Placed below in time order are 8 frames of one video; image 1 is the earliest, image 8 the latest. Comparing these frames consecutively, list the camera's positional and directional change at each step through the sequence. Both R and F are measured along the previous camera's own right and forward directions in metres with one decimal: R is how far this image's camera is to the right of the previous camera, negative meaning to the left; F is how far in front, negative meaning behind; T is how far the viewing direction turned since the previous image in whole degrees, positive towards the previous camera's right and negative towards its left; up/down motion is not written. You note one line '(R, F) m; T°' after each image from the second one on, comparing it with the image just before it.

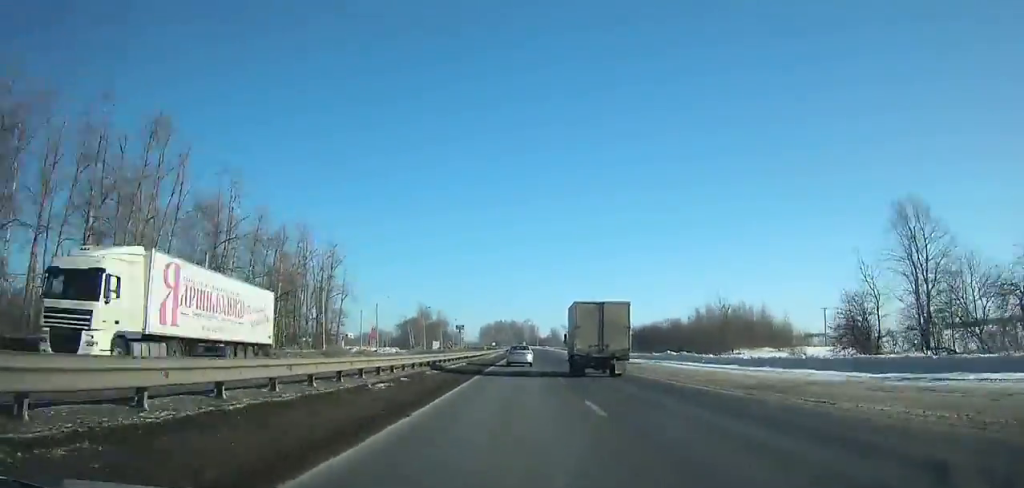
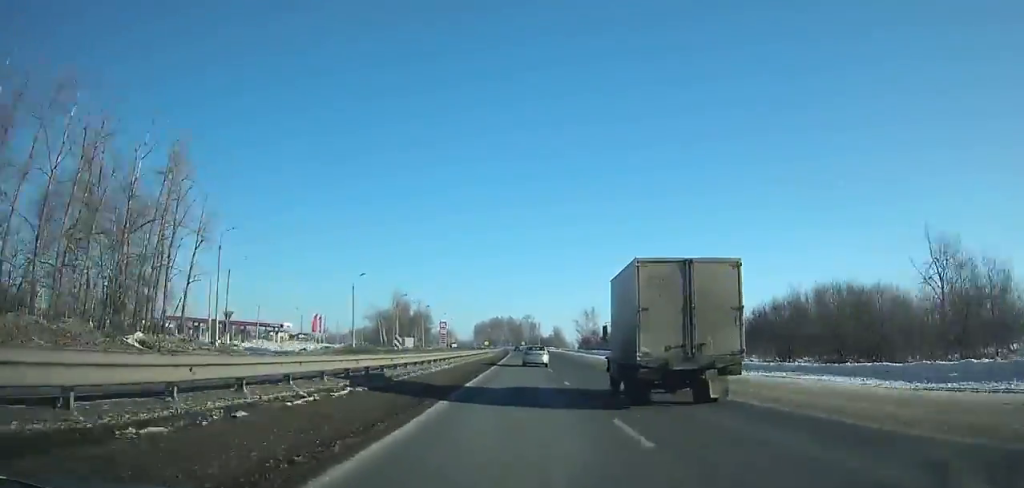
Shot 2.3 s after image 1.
(0.0, +51.6) m; 0°
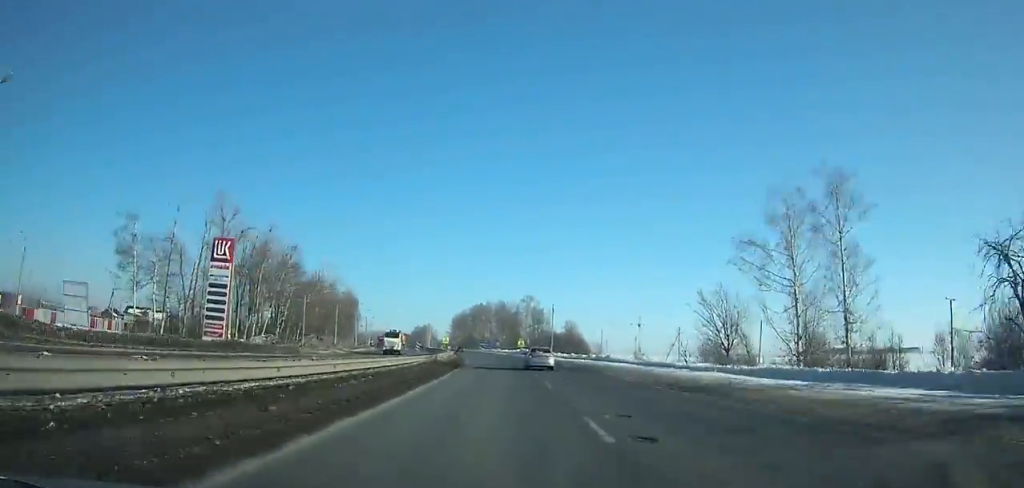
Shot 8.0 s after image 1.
(+0.6, +128.4) m; -1°
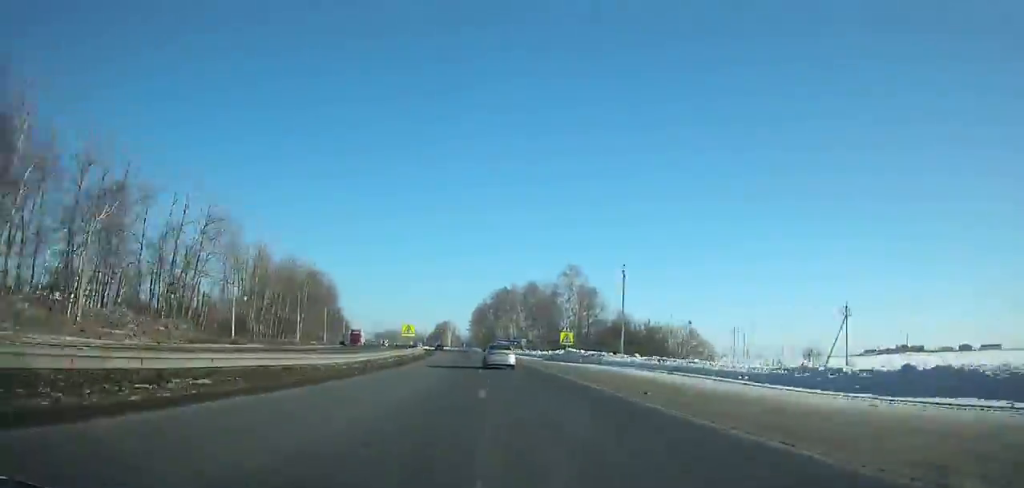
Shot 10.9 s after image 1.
(-1.1, +63.3) m; -4°
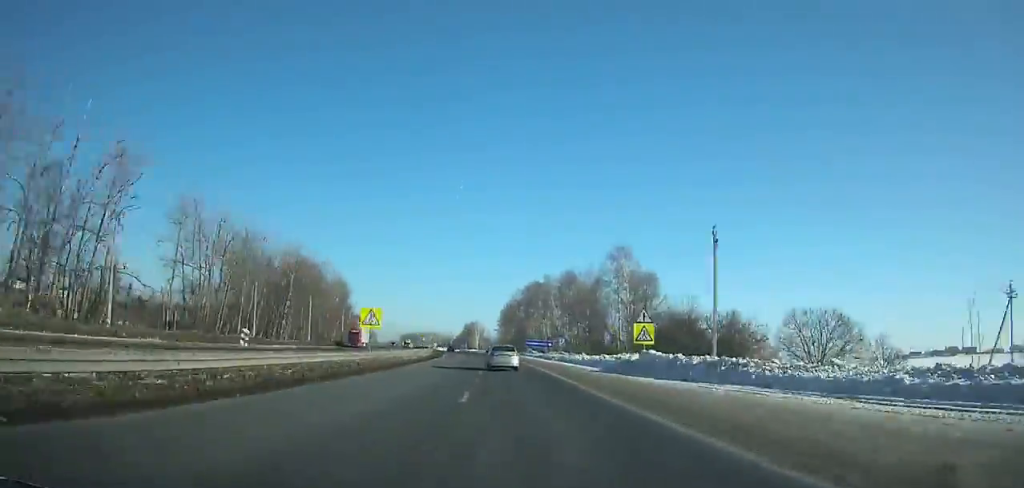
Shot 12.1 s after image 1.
(-0.9, +25.5) m; -2°
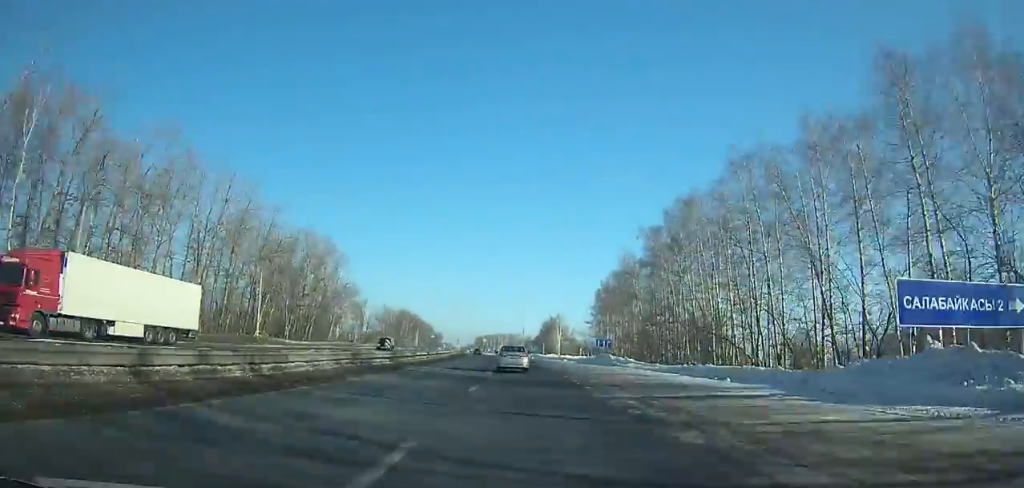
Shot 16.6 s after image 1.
(-6.4, +93.0) m; -8°
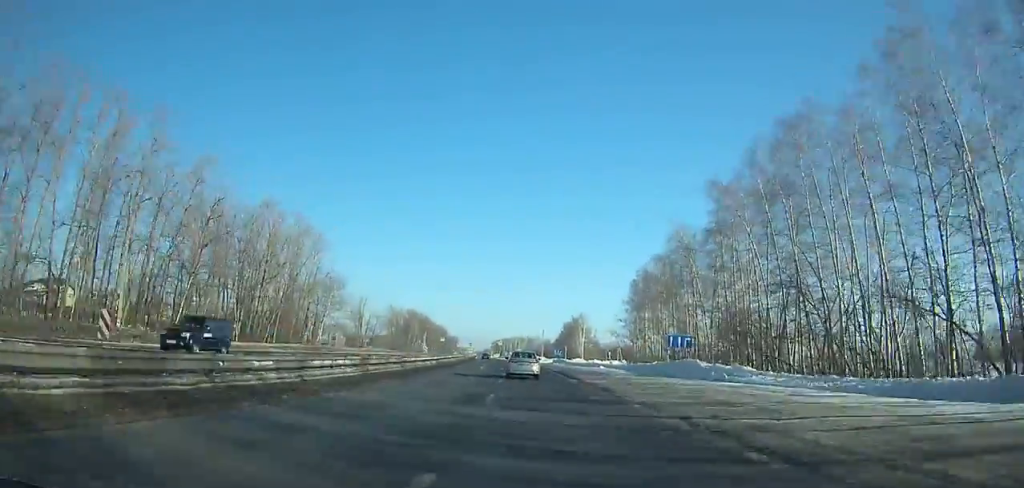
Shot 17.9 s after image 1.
(-0.7, +26.0) m; -2°
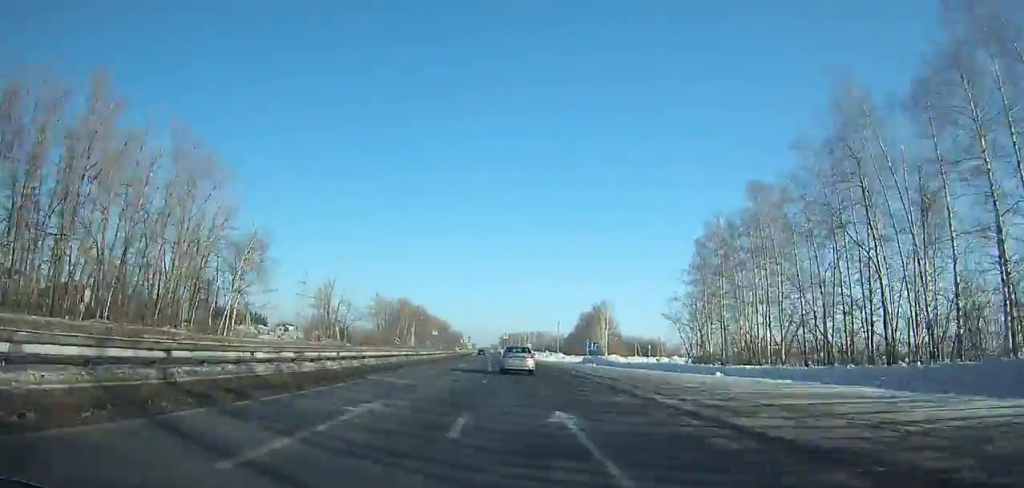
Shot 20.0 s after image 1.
(-0.8, +41.5) m; -2°
